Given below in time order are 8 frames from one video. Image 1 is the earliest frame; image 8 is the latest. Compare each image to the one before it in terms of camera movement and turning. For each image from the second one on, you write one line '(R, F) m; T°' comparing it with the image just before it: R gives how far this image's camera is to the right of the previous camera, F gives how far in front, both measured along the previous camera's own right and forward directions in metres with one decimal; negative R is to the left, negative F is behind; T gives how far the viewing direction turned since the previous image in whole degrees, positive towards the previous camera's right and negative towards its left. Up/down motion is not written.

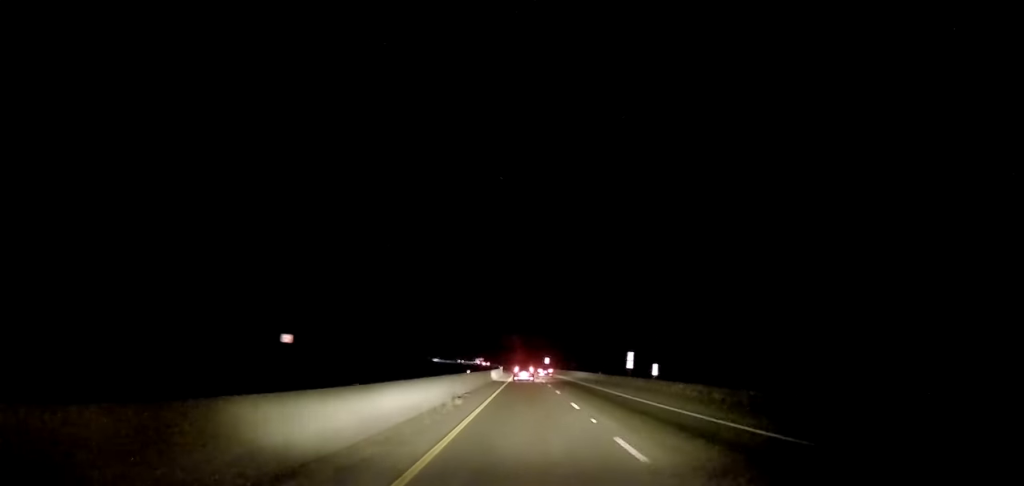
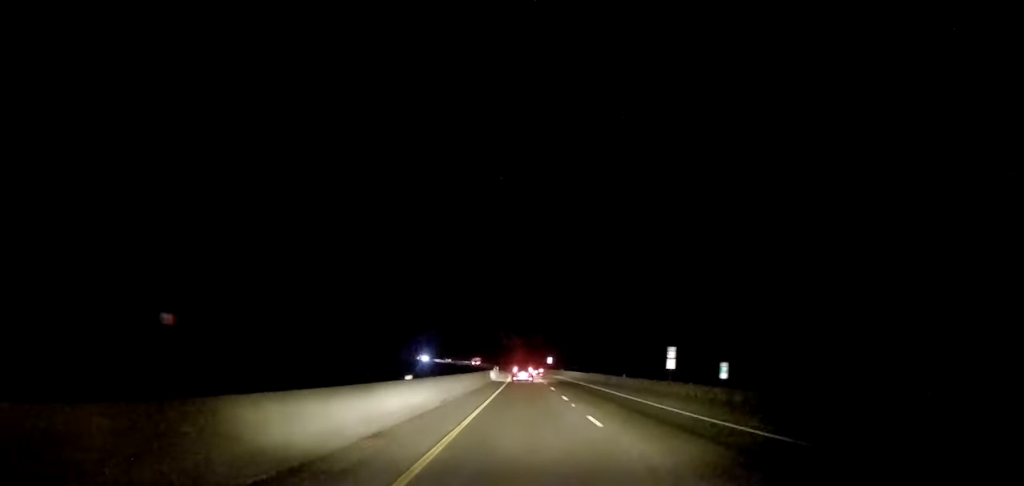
(0.0, +18.0) m; -1°
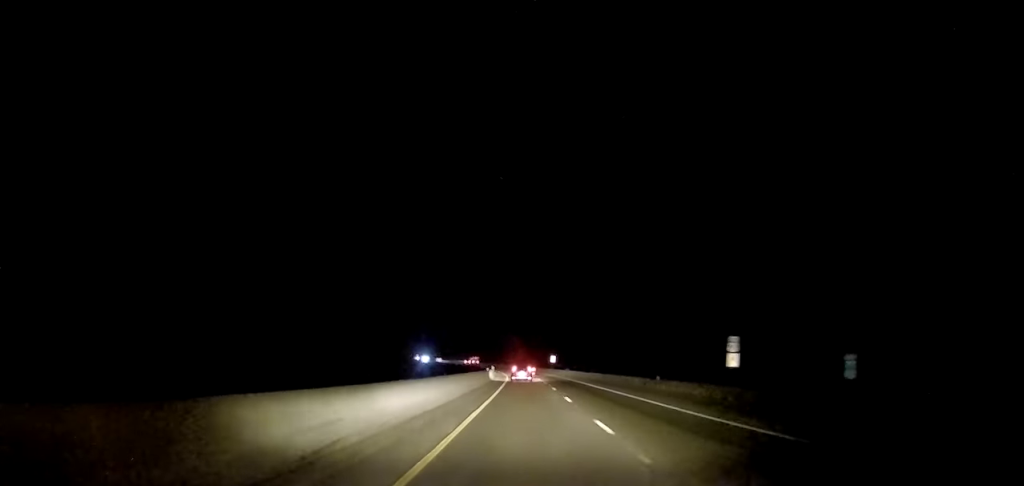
(+0.2, +14.0) m; -2°
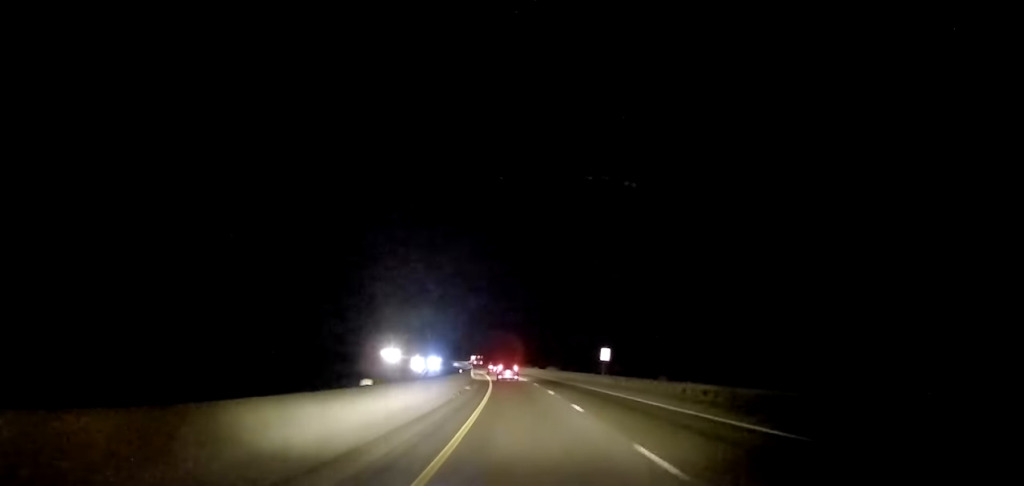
(-0.5, +66.5) m; 0°
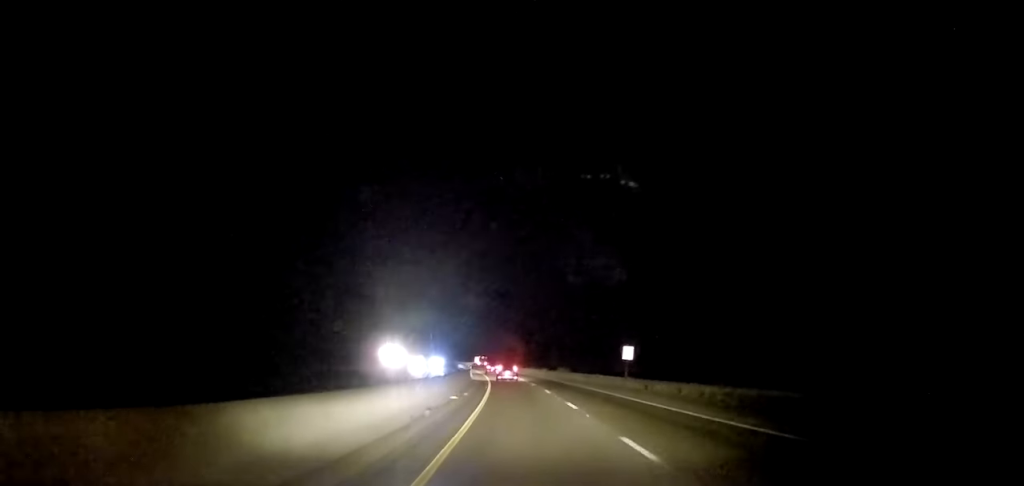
(-0.2, +10.6) m; 0°
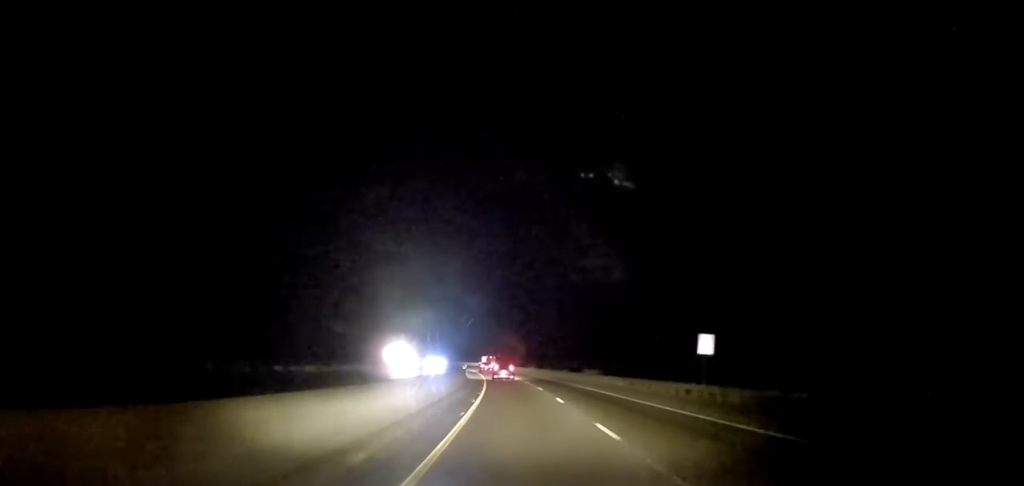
(+0.1, +21.3) m; -1°
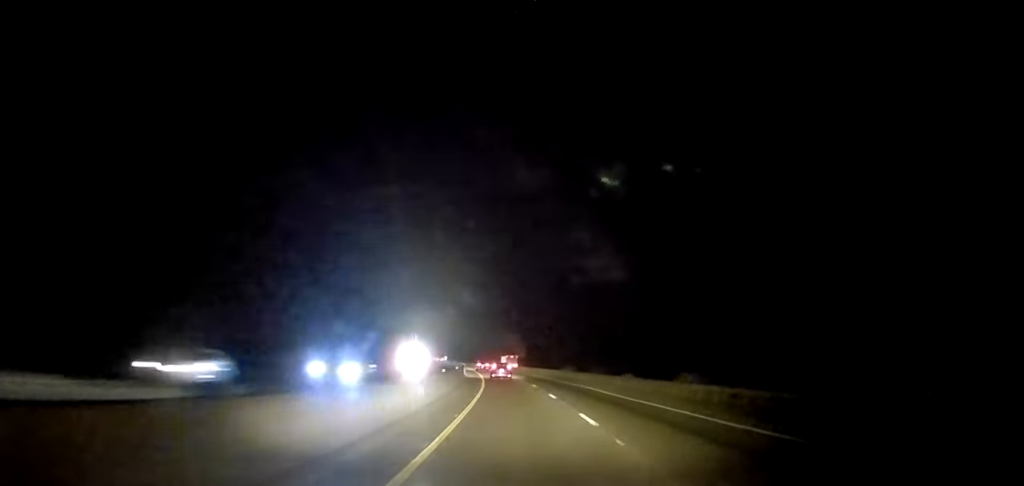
(-0.6, +34.3) m; -1°
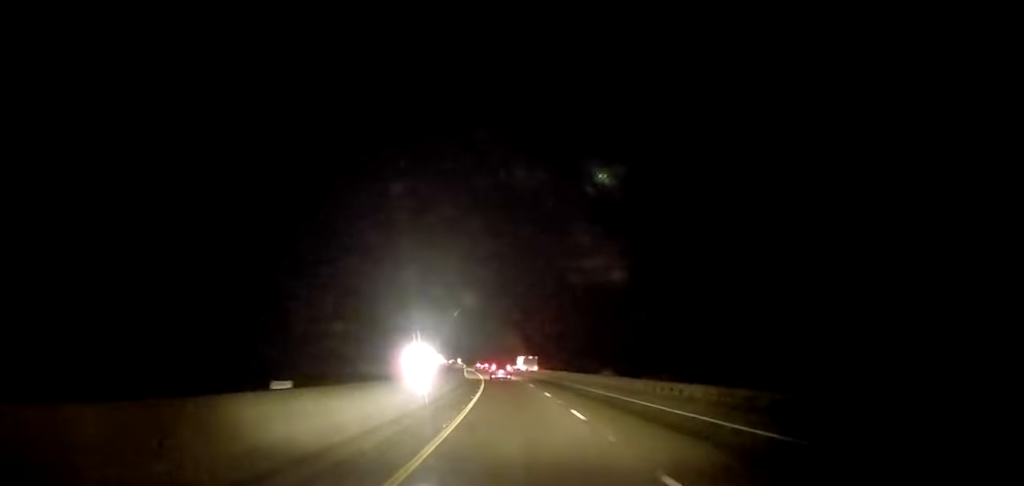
(+0.2, +21.9) m; -3°
